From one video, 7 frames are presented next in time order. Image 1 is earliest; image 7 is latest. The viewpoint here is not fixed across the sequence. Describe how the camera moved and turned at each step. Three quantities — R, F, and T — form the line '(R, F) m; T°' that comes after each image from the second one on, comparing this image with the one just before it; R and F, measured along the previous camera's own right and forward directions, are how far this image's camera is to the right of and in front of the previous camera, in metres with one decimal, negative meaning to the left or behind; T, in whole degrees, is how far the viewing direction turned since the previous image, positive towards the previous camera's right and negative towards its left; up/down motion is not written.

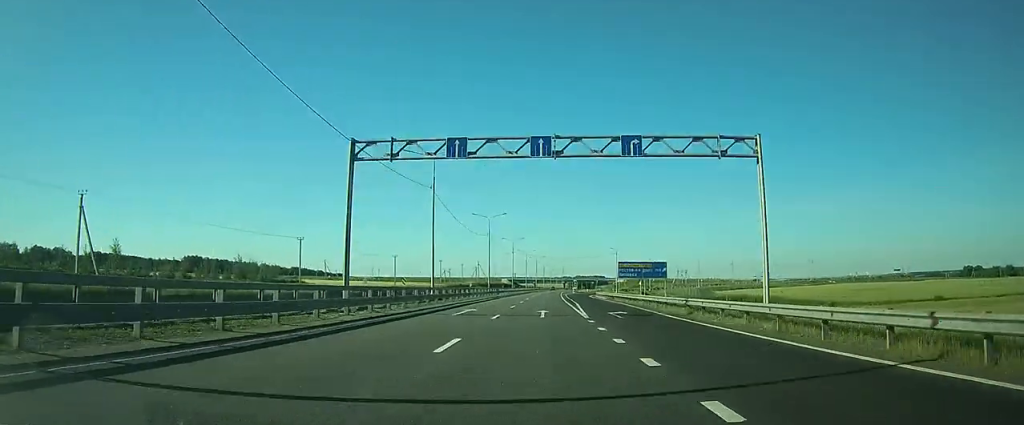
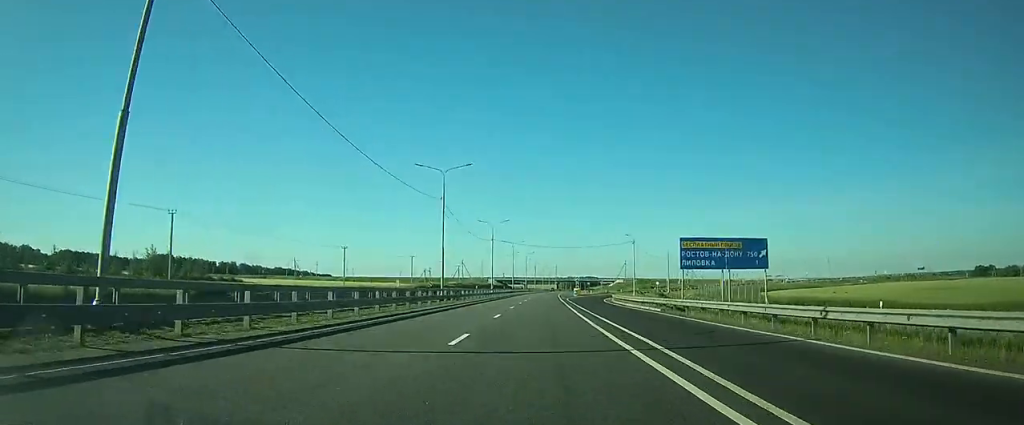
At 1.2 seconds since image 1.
(+0.2, +34.6) m; +1°
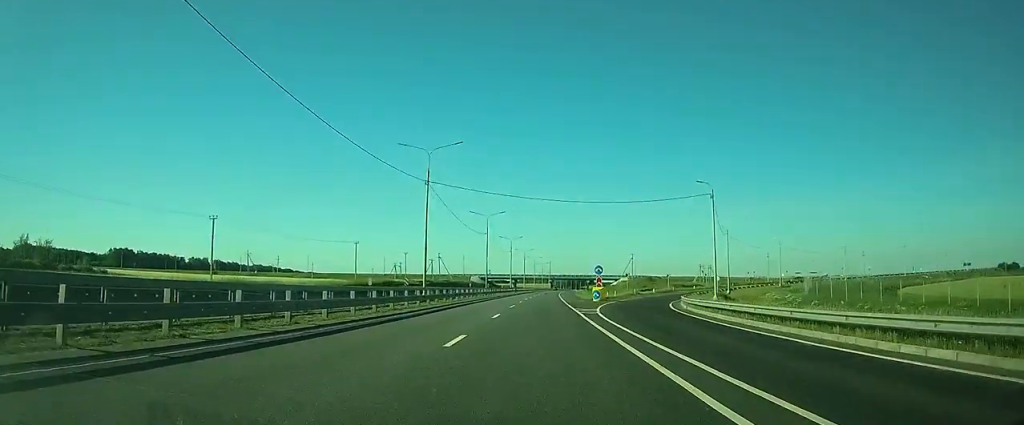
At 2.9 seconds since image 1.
(+0.4, +48.1) m; +1°
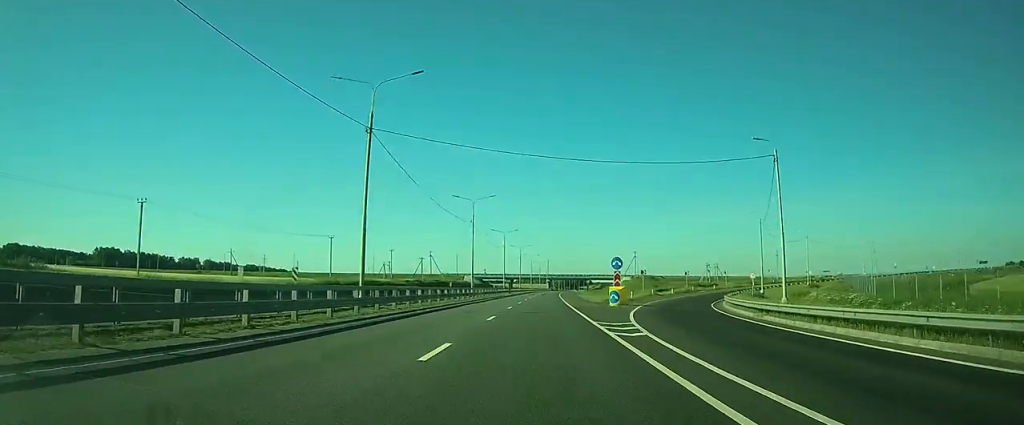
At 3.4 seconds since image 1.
(-0.1, +14.5) m; 0°
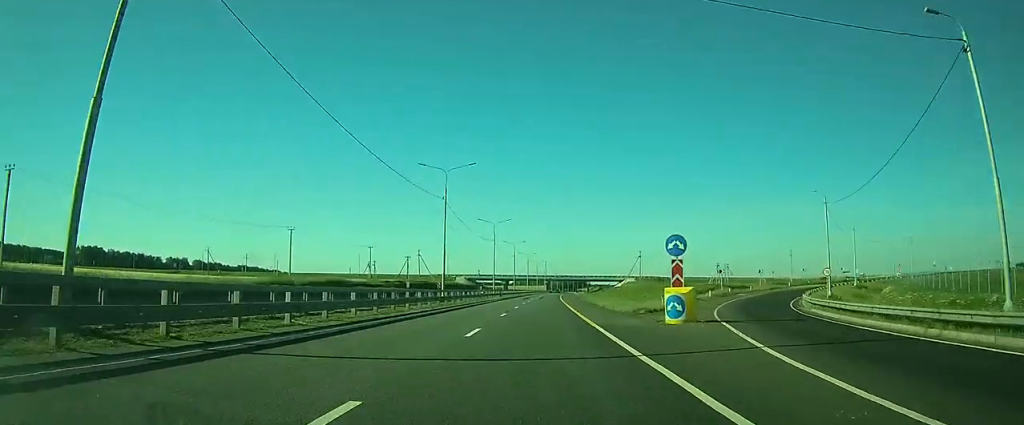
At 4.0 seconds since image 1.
(+0.2, +18.4) m; 0°
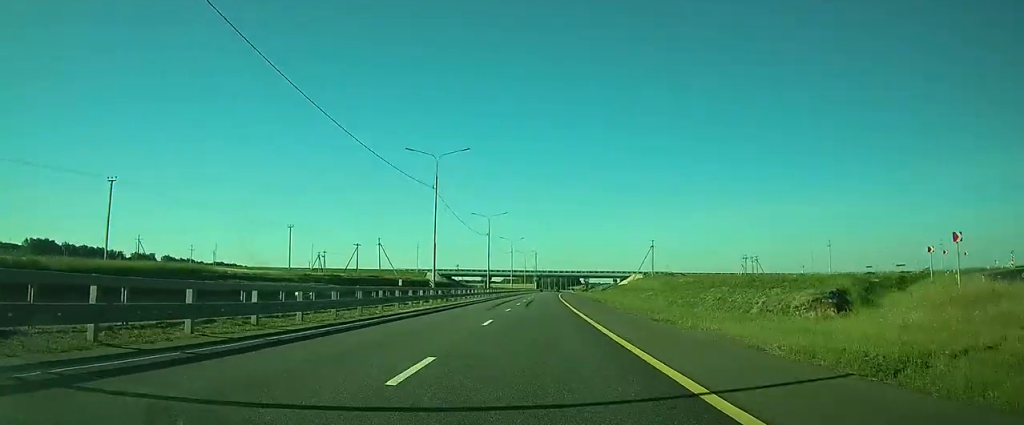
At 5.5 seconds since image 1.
(+0.2, +43.8) m; +1°
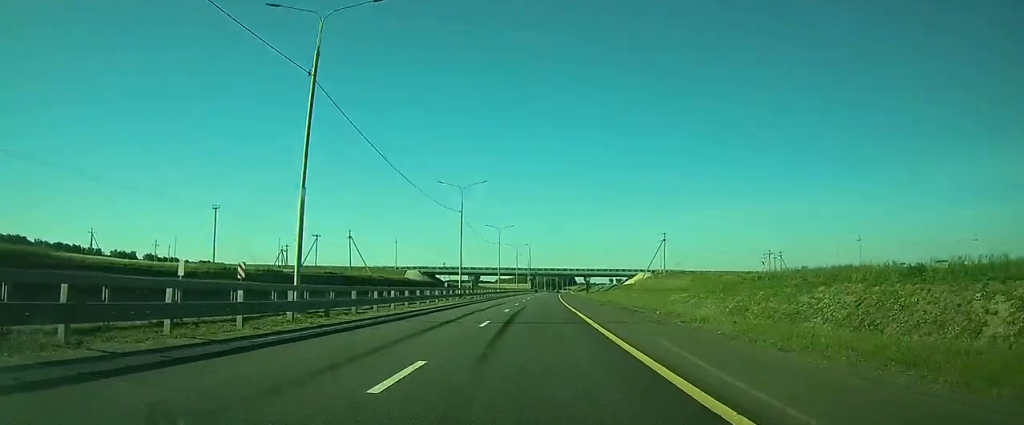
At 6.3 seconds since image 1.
(+0.1, +24.4) m; +1°
